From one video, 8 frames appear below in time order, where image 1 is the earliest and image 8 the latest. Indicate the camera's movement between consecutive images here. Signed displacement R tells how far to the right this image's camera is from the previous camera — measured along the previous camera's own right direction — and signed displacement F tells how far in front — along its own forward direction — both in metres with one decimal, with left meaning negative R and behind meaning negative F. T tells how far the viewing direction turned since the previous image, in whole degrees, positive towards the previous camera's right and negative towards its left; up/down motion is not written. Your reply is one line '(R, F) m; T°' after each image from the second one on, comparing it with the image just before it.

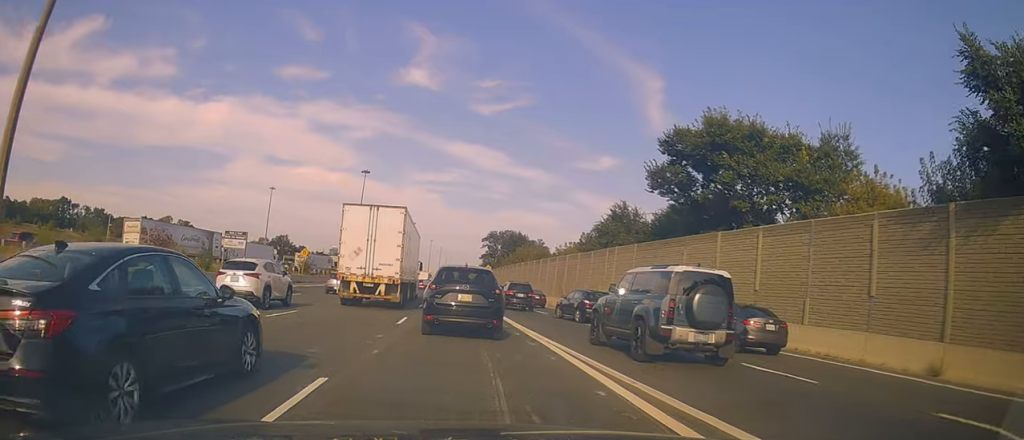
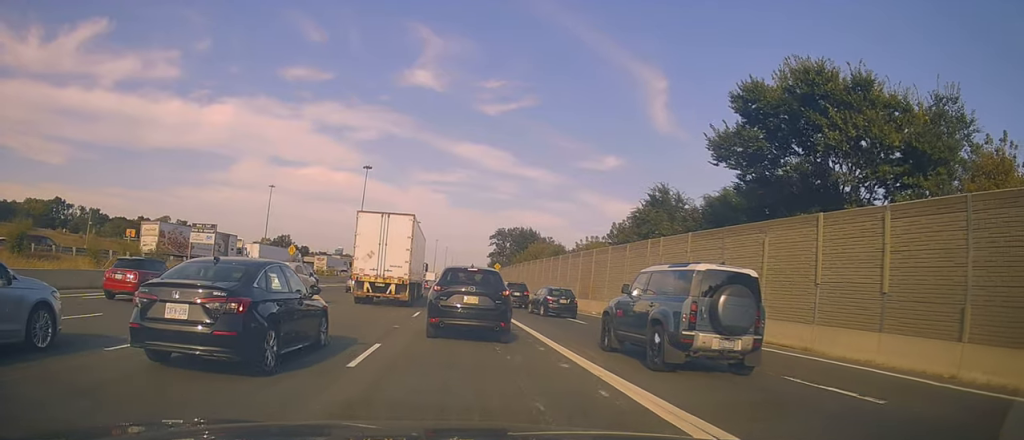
(-1.0, +7.3) m; -6°
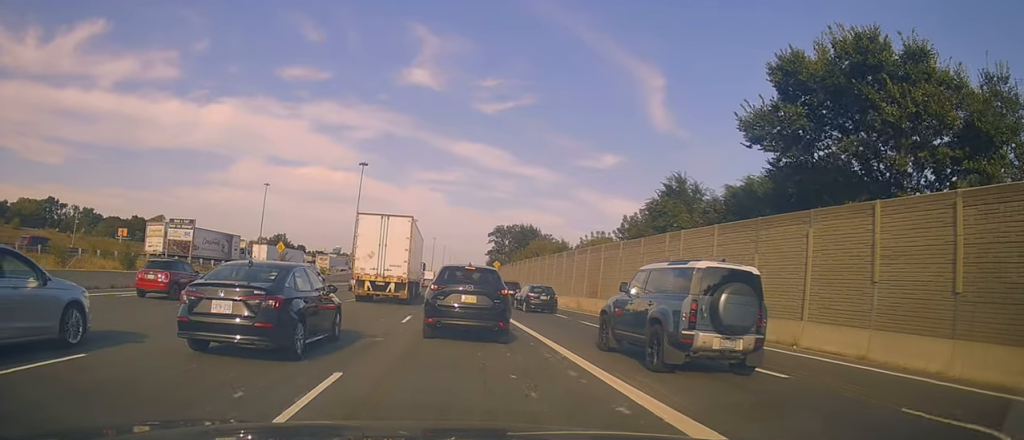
(+0.1, +3.6) m; +3°
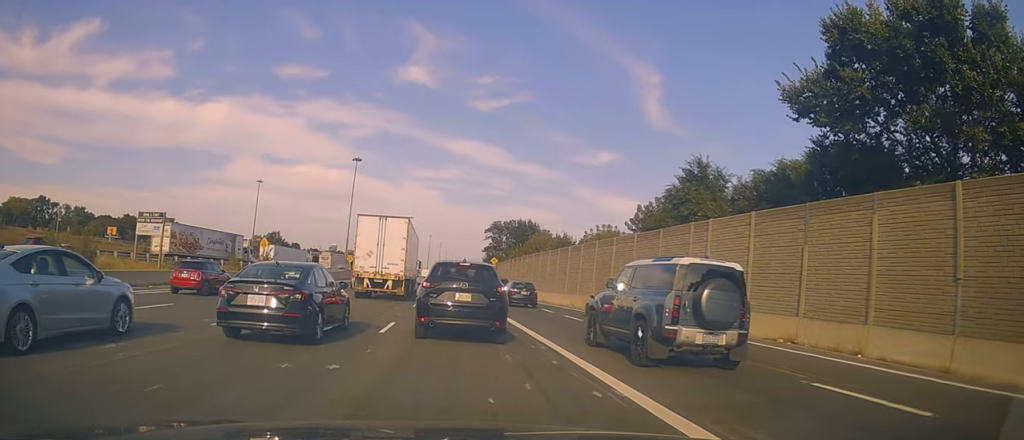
(+0.4, +4.3) m; +2°
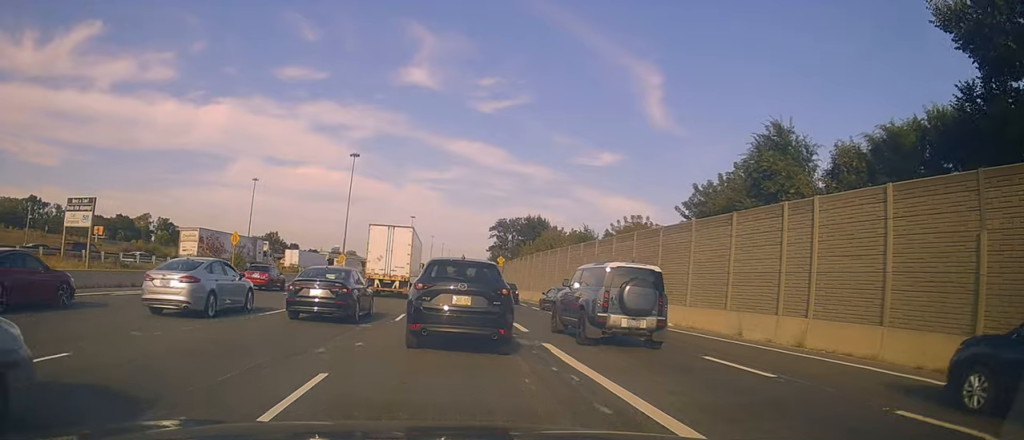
(-0.6, +9.4) m; +3°
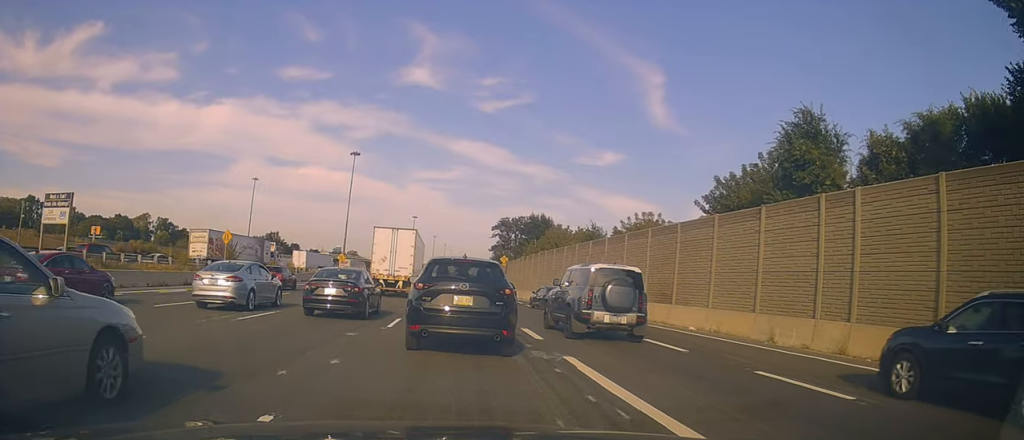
(+0.4, +2.5) m; -2°
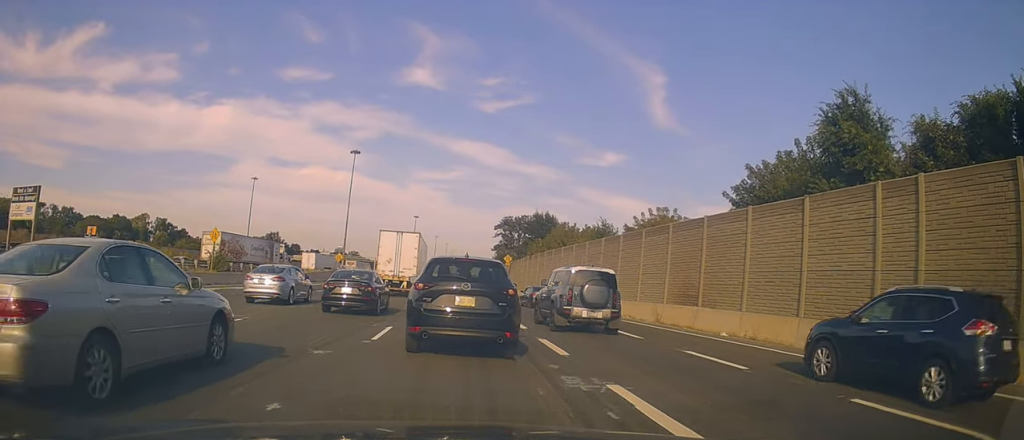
(-0.2, +3.2) m; -3°
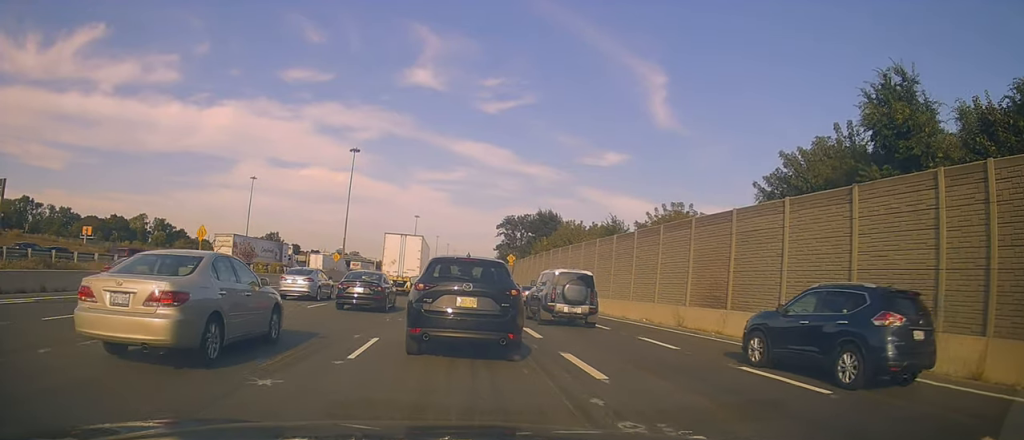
(-0.3, +2.9) m; -2°
